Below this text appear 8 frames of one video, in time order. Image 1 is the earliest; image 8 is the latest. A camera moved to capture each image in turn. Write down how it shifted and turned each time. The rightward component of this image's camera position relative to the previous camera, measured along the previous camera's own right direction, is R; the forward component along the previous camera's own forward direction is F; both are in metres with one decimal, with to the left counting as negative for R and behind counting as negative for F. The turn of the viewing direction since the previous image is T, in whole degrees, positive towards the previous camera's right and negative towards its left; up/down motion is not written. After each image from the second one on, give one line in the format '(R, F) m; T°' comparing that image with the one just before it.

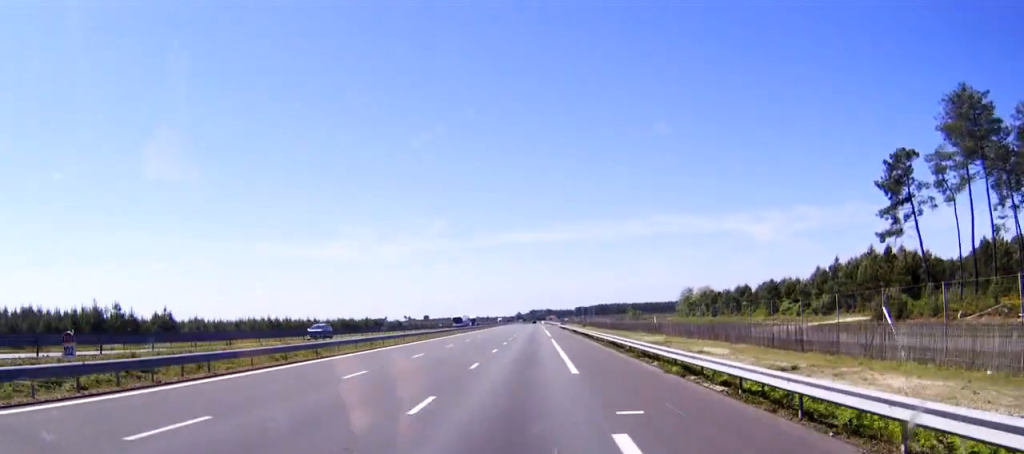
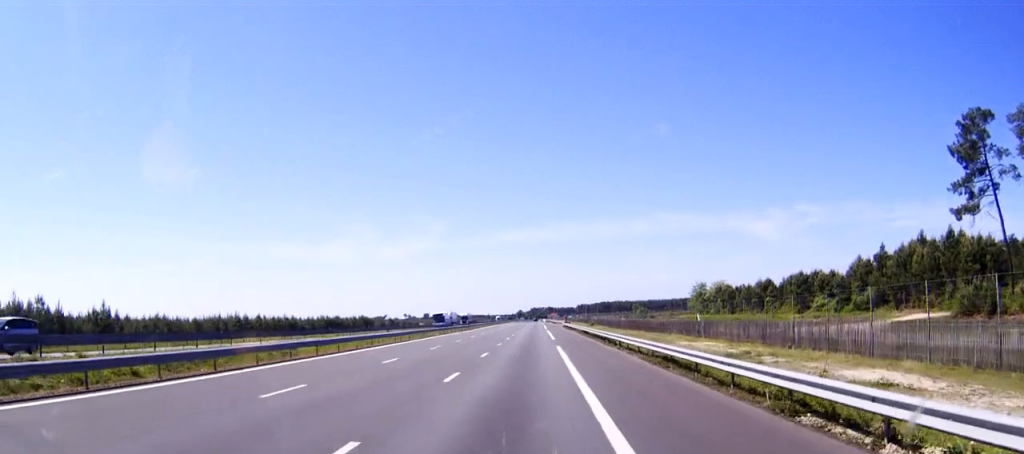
(-0.1, +19.7) m; 0°
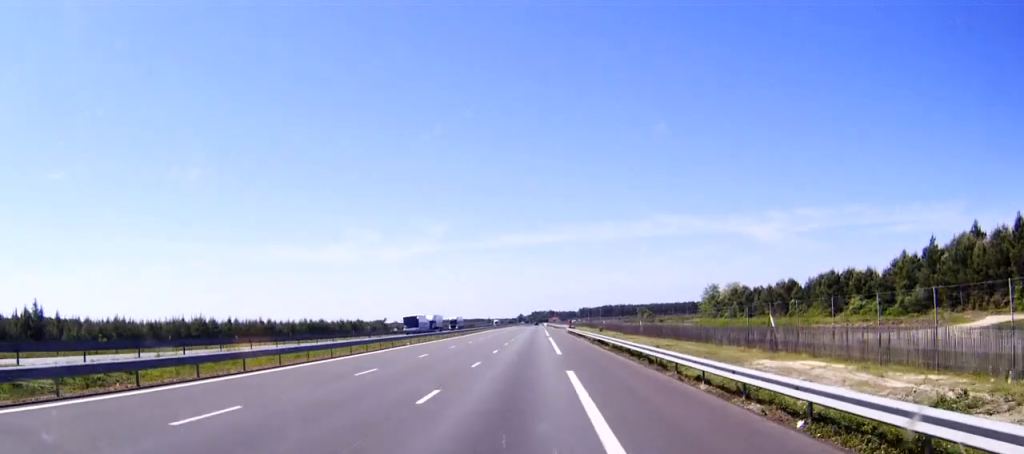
(0.0, +17.2) m; 0°
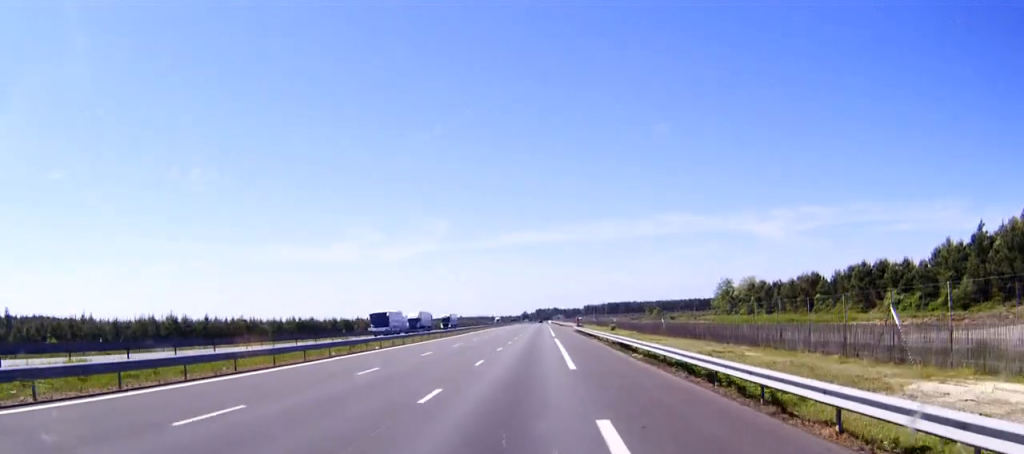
(0.0, +13.1) m; 0°
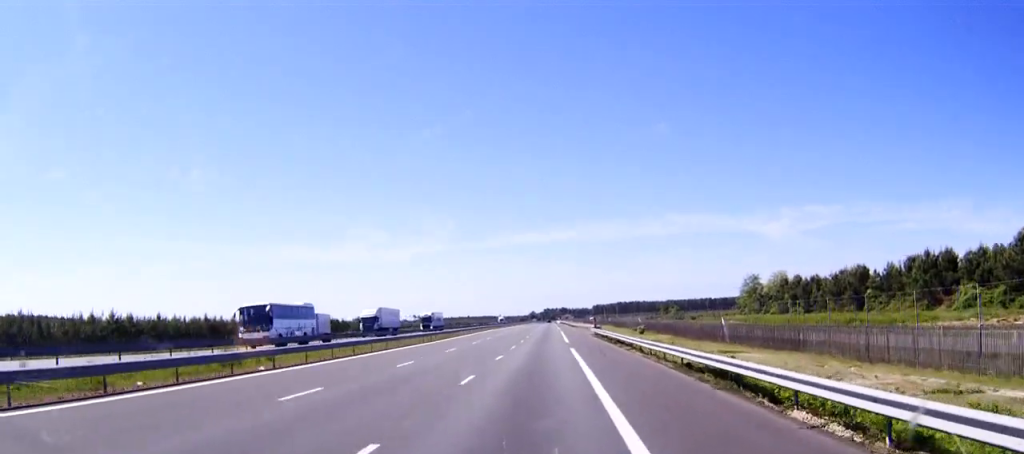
(0.0, +21.3) m; 0°
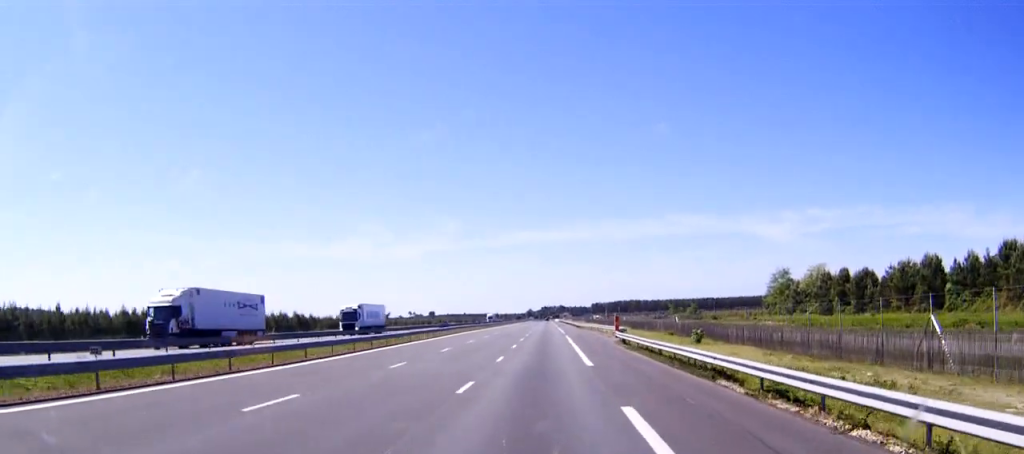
(0.0, +28.7) m; 0°
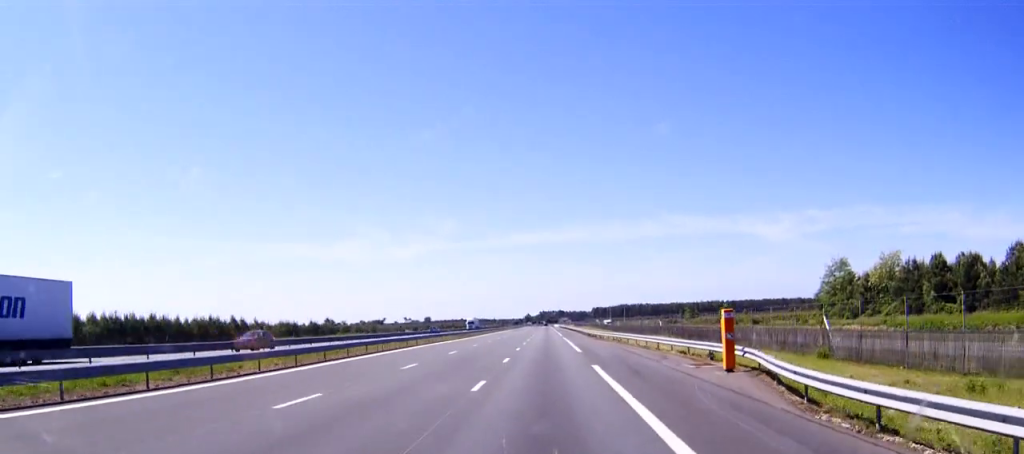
(0.0, +37.7) m; 0°
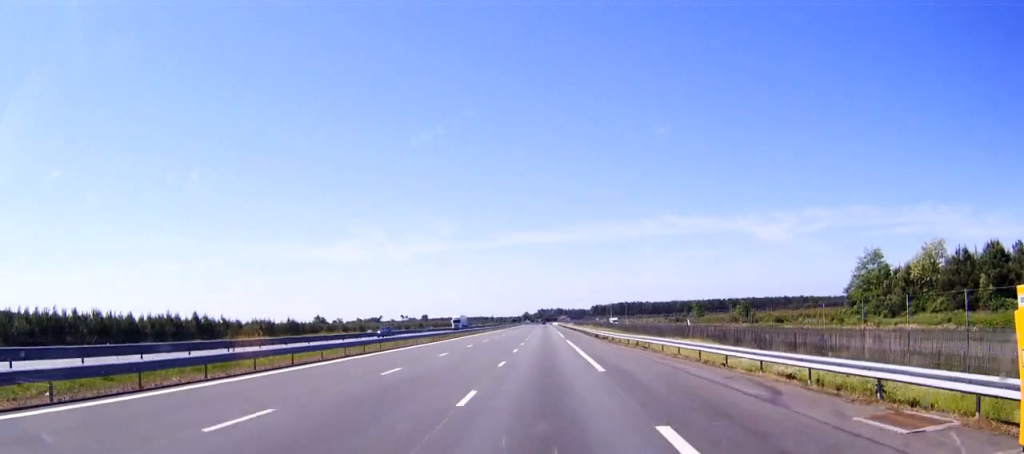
(0.0, +16.4) m; 0°
